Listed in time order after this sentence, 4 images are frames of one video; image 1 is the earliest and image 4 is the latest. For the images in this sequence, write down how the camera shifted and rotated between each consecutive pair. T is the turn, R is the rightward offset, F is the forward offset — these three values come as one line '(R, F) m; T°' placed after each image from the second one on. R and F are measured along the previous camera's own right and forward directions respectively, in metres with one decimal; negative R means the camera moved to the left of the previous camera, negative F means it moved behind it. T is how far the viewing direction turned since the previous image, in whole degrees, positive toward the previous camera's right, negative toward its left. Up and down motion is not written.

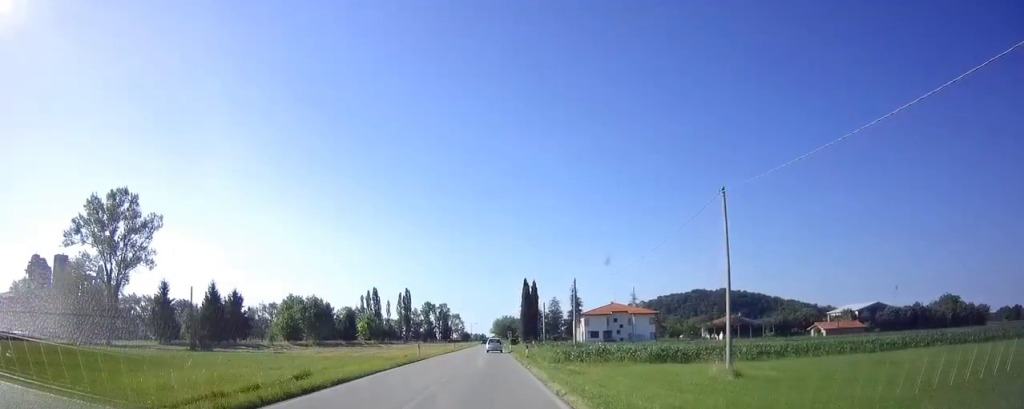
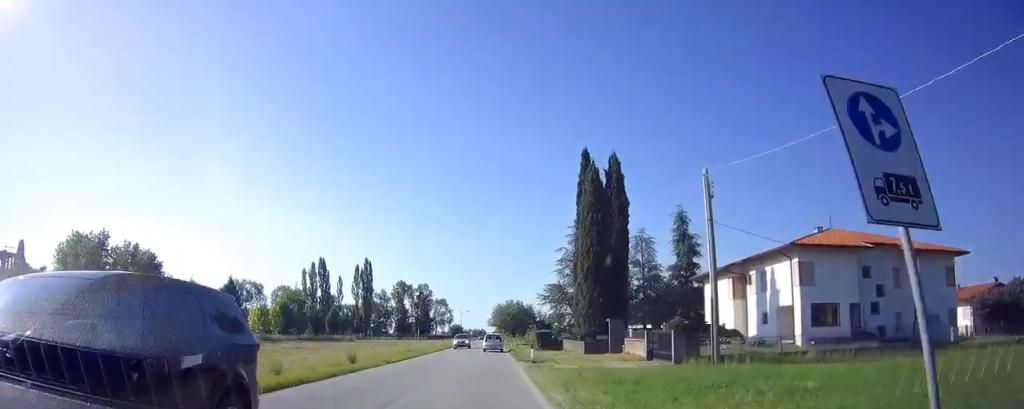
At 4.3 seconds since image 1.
(-0.1, +78.3) m; 0°
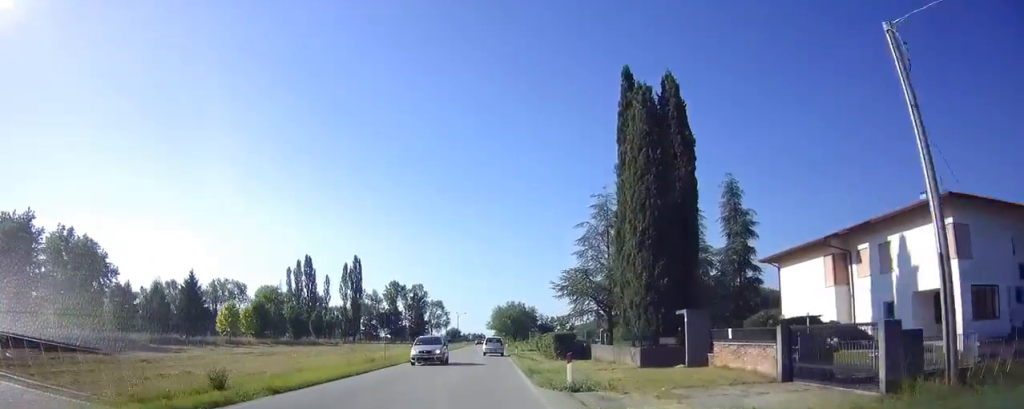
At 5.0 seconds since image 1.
(0.0, +12.3) m; 0°
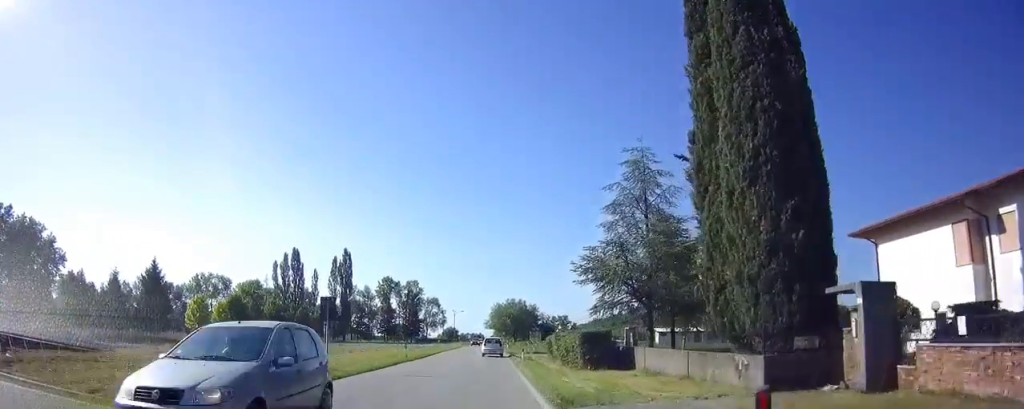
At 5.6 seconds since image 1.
(+0.1, +10.5) m; 0°
